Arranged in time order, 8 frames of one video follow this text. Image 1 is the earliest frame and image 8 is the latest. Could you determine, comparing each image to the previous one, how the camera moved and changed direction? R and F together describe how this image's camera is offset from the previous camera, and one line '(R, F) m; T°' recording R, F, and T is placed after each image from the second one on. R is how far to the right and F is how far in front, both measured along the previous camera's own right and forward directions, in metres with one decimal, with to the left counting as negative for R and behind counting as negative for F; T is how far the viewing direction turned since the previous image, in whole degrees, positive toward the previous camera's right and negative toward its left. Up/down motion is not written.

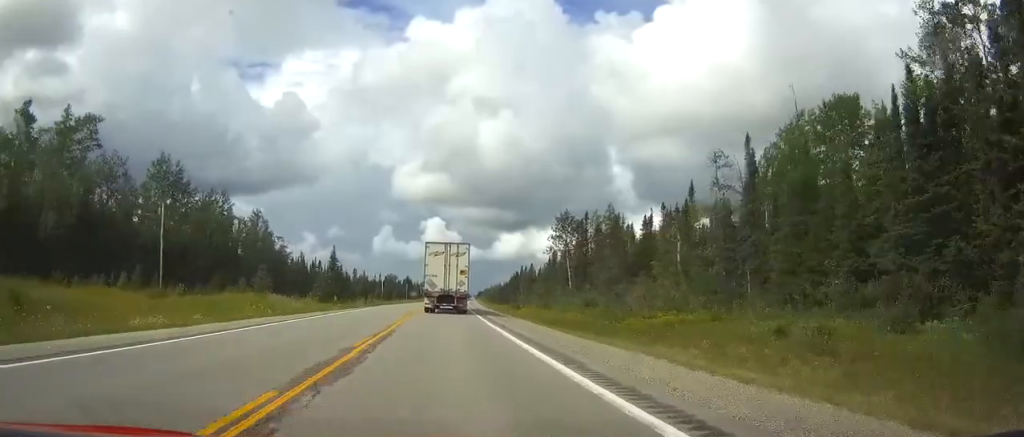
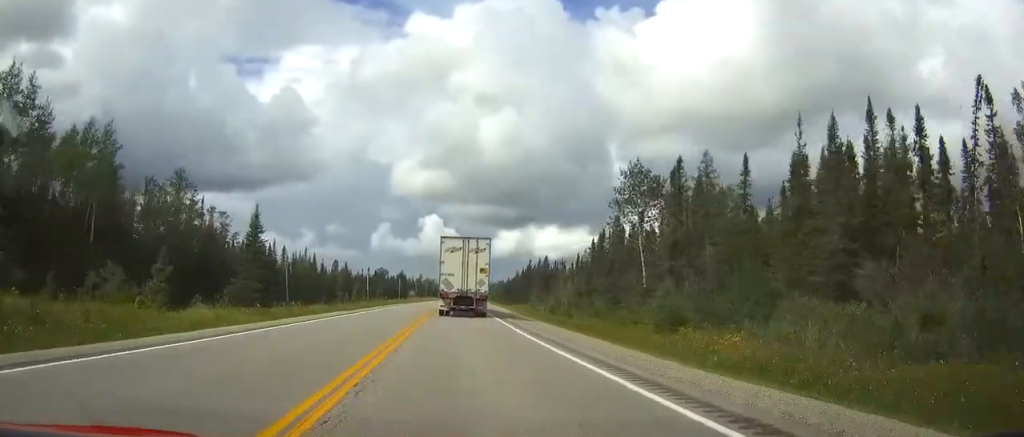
(0.0, +43.4) m; 0°
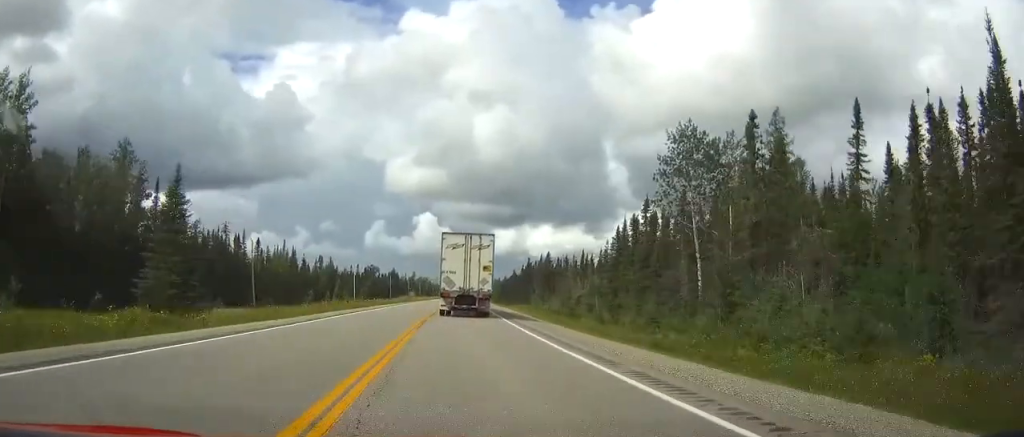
(-0.1, +18.0) m; 0°
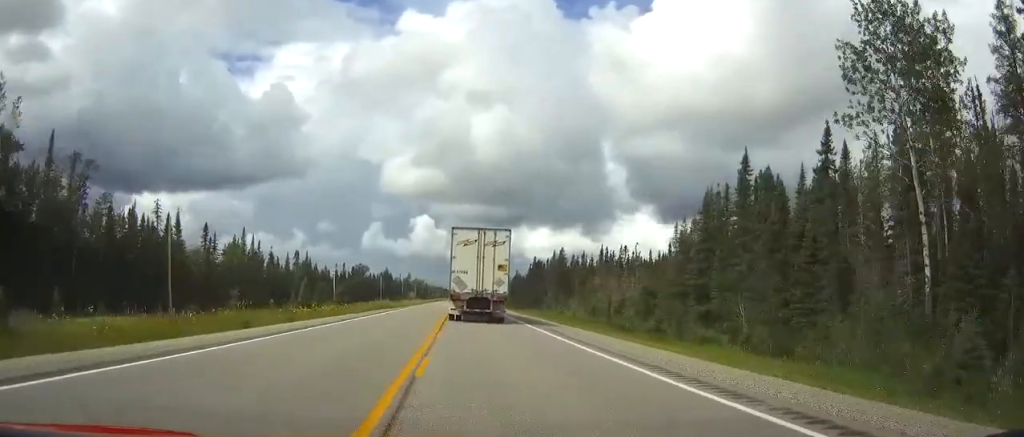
(+0.1, +30.4) m; +1°
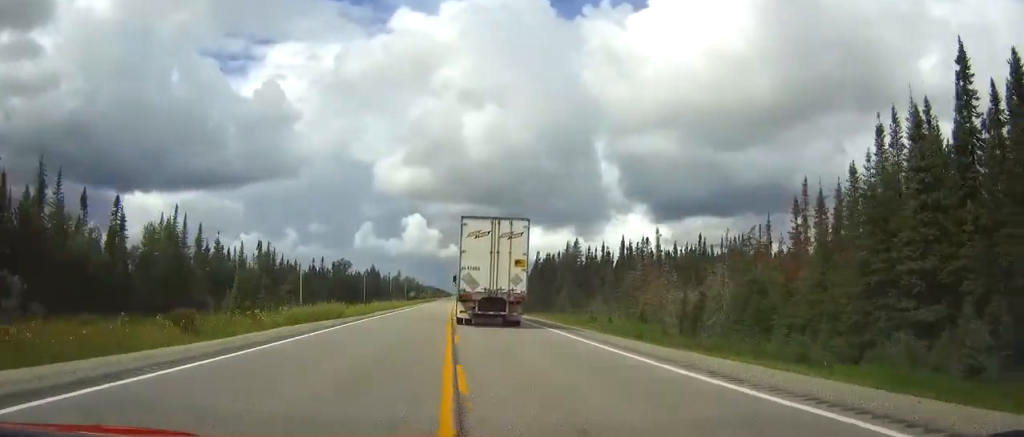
(+0.4, +30.0) m; +1°
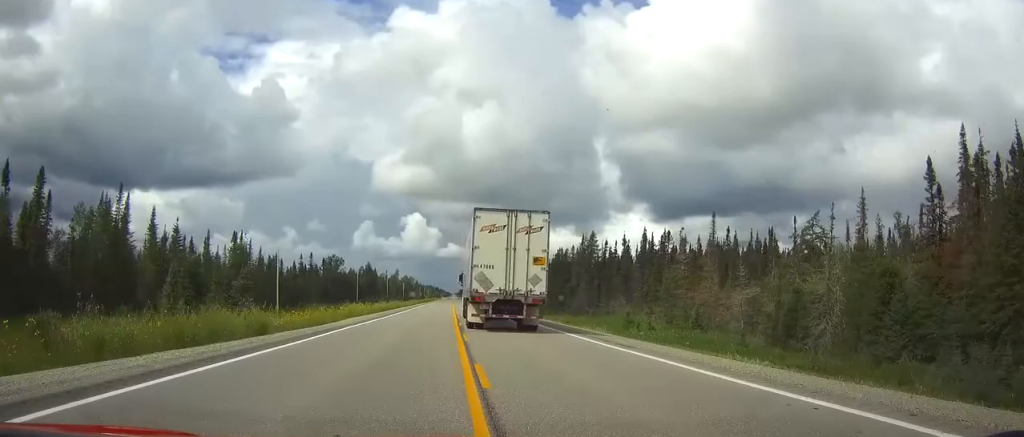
(+0.1, +17.8) m; 0°
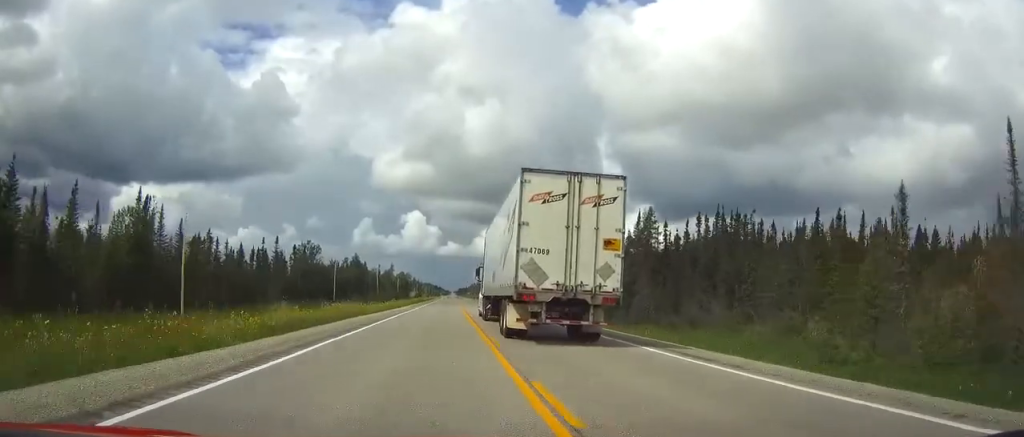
(0.0, +40.5) m; 0°
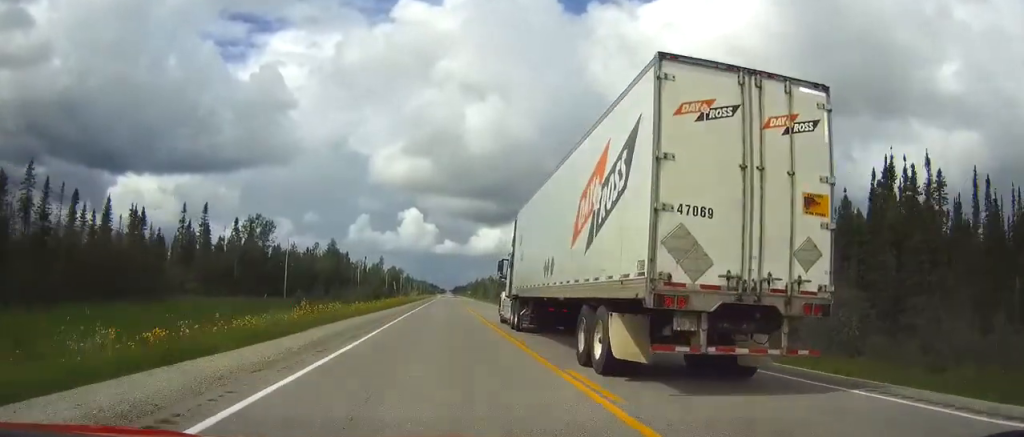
(0.0, +46.4) m; 0°
